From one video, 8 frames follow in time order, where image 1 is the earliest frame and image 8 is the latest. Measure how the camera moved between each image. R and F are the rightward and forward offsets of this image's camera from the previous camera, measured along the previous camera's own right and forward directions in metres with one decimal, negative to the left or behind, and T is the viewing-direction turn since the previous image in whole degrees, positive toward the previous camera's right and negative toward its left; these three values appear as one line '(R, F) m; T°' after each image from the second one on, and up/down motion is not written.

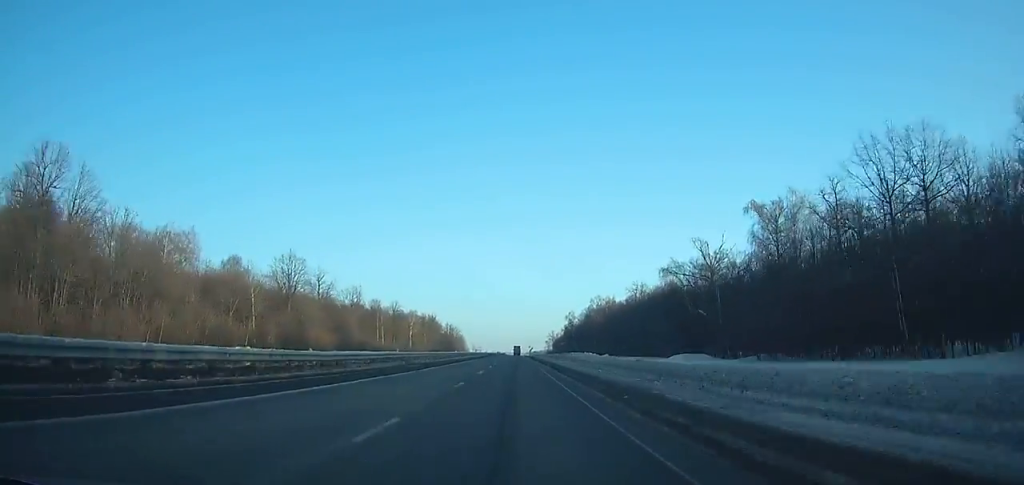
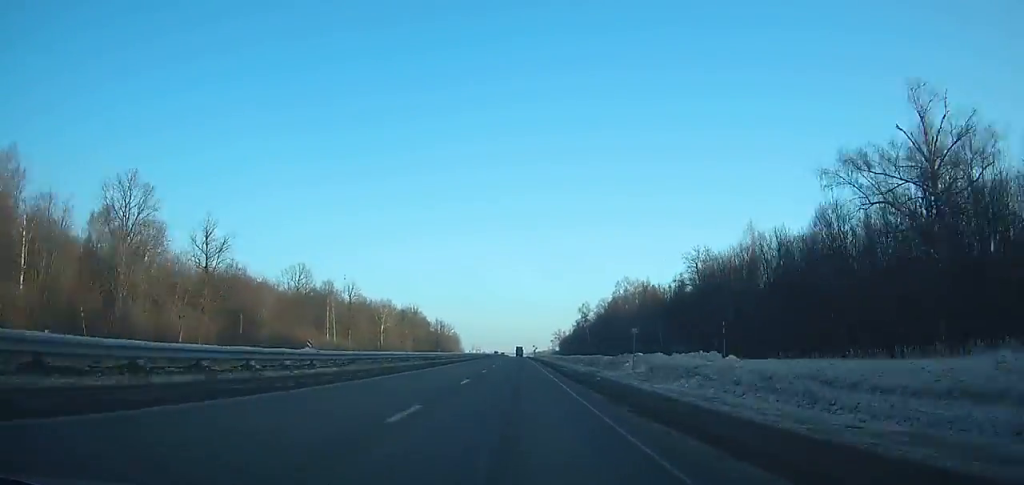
(0.0, +57.2) m; 0°
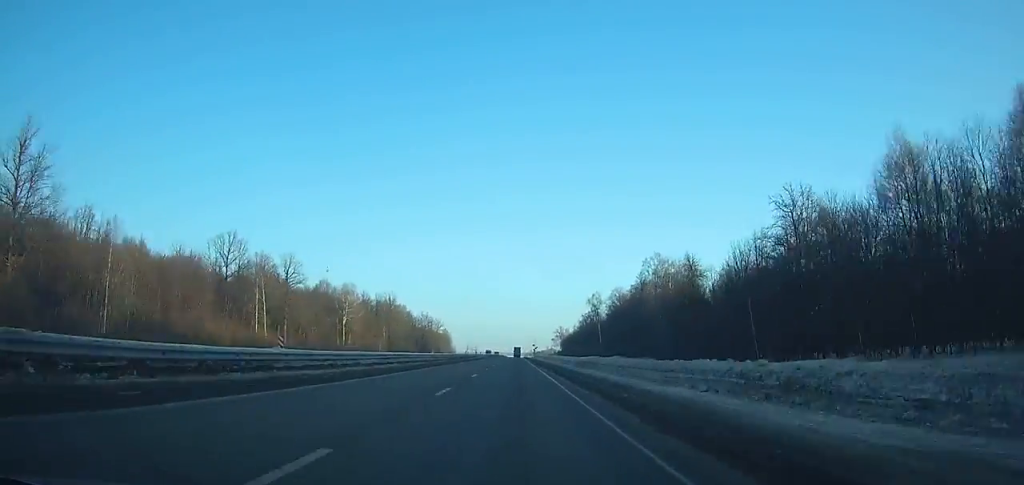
(0.0, +41.6) m; 0°
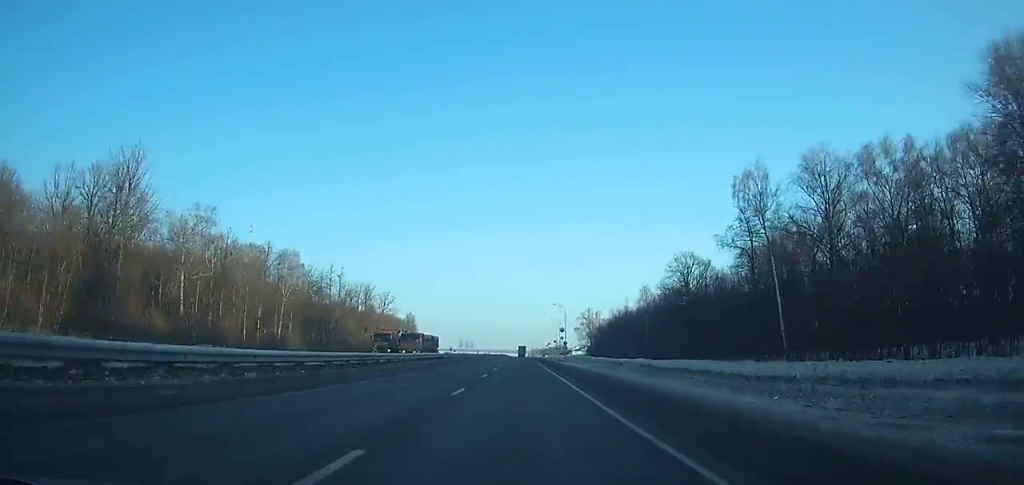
(-0.8, +142.2) m; 0°
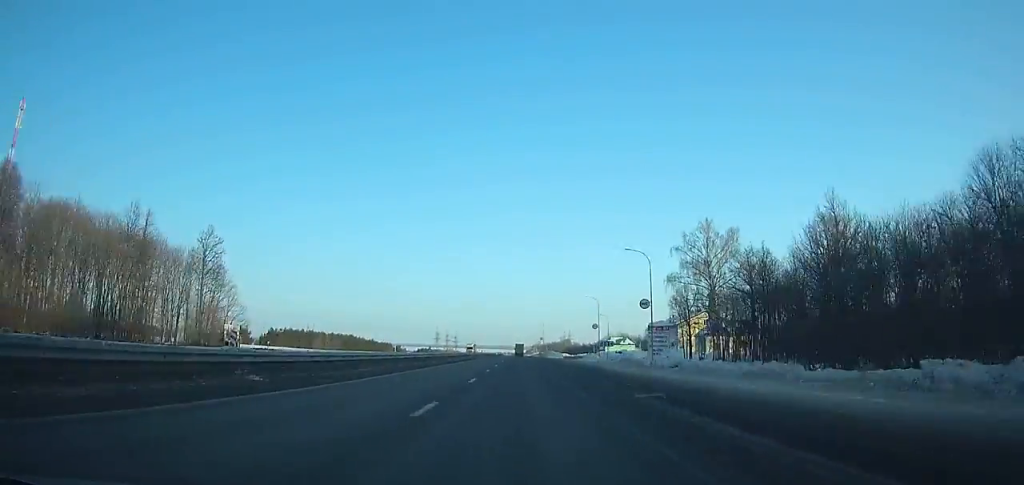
(+0.2, +170.5) m; 0°
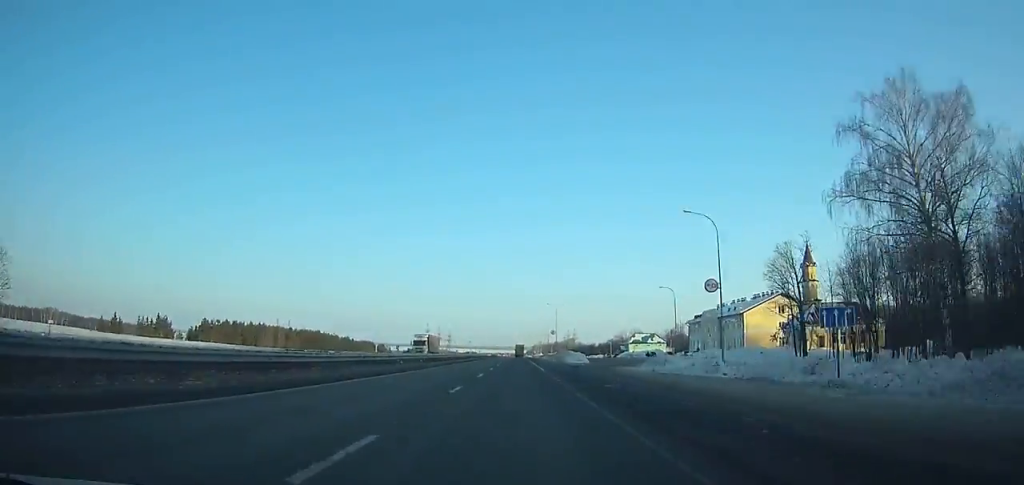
(+0.1, +52.7) m; 0°
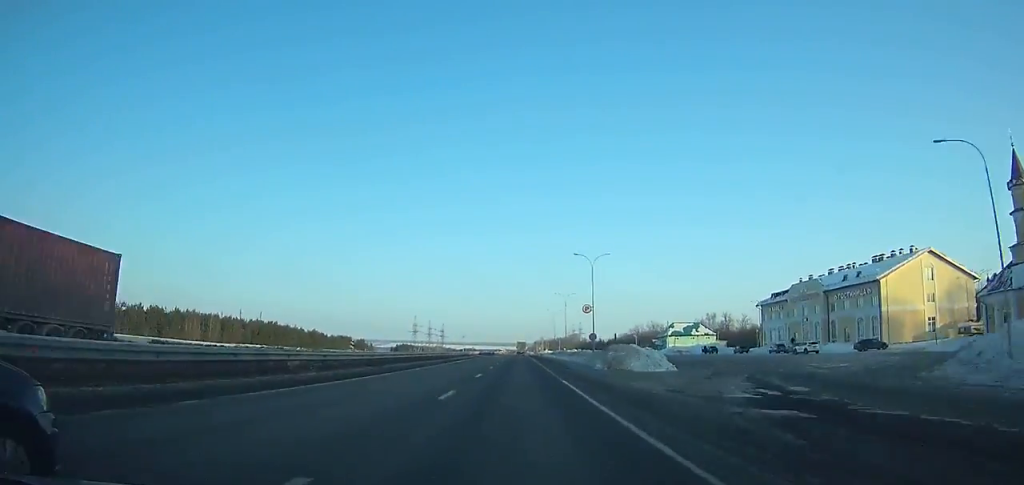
(-0.3, +49.8) m; 0°
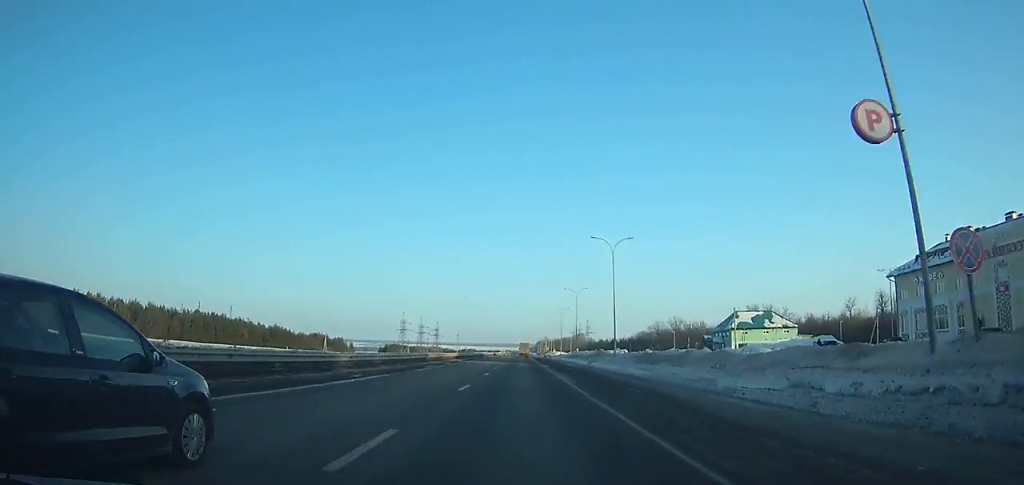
(-0.1, +44.6) m; 0°
